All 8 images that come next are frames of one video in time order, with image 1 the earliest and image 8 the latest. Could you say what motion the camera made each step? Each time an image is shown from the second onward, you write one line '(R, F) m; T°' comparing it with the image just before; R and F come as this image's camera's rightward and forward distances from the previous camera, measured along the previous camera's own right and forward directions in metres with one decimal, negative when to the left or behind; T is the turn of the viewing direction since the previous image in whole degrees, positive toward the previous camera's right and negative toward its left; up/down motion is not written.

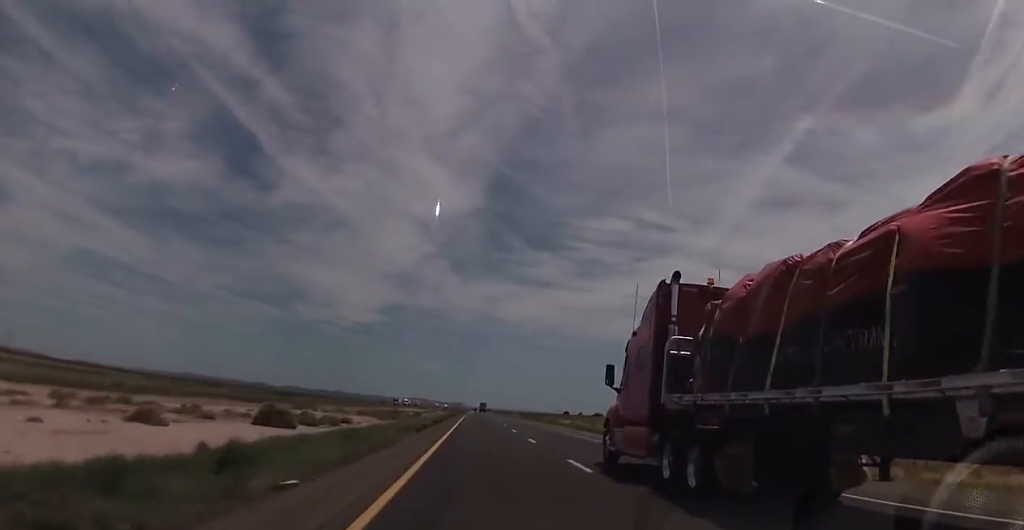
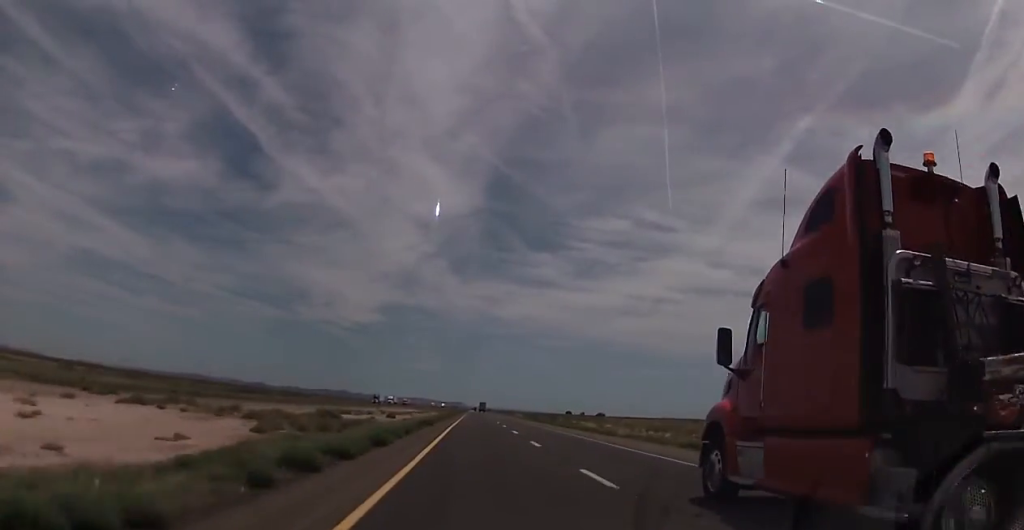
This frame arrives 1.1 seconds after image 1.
(+0.1, +39.7) m; +1°
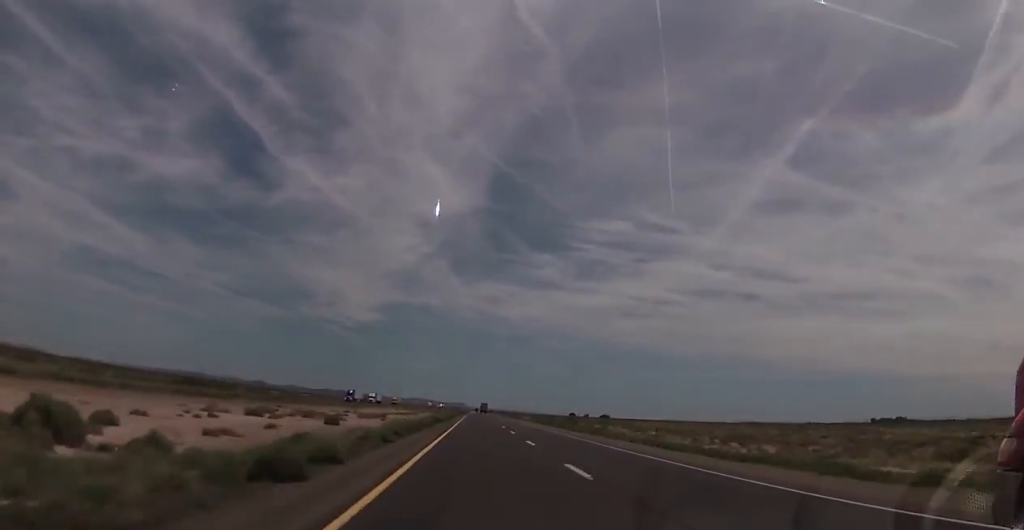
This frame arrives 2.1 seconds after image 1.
(+0.4, +34.9) m; 0°
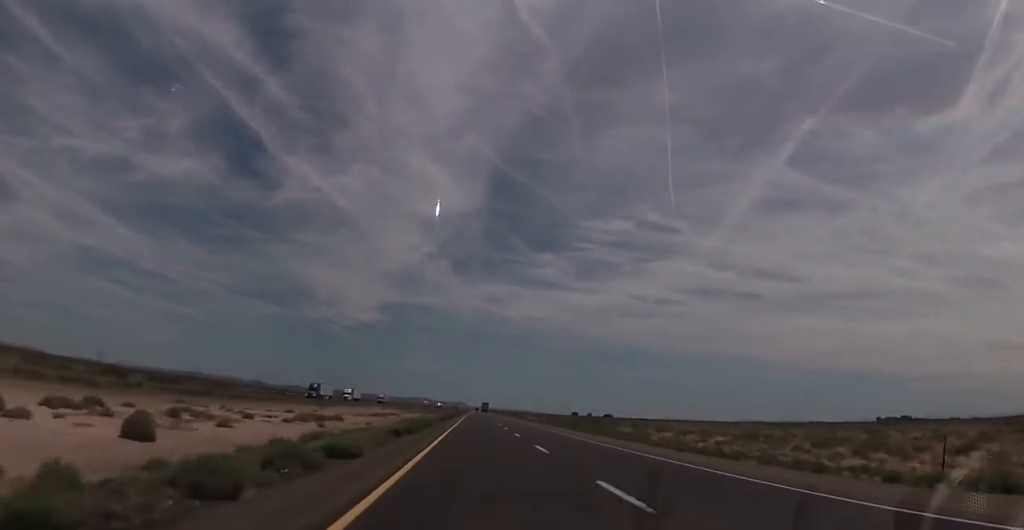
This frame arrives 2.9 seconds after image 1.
(-0.4, +28.9) m; -1°
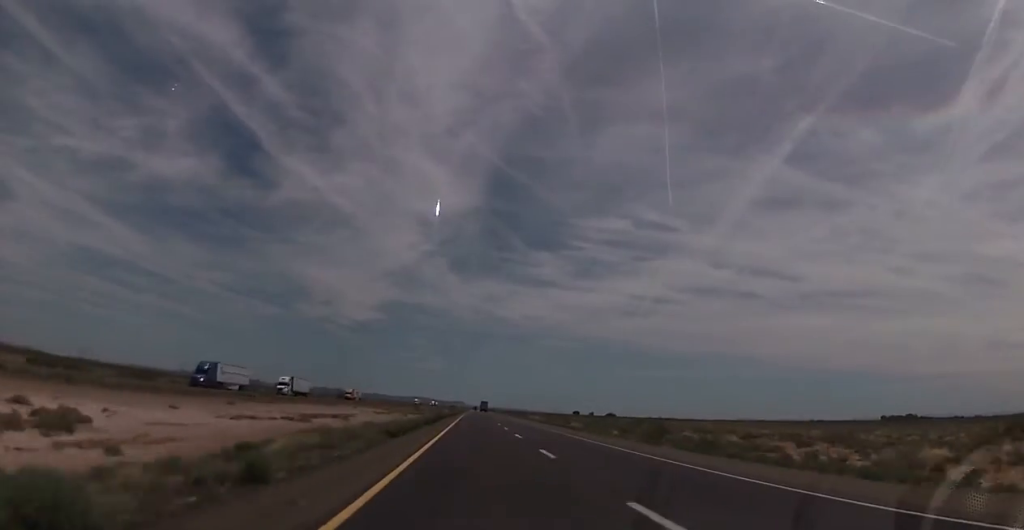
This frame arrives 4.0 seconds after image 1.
(-0.1, +39.7) m; +1°
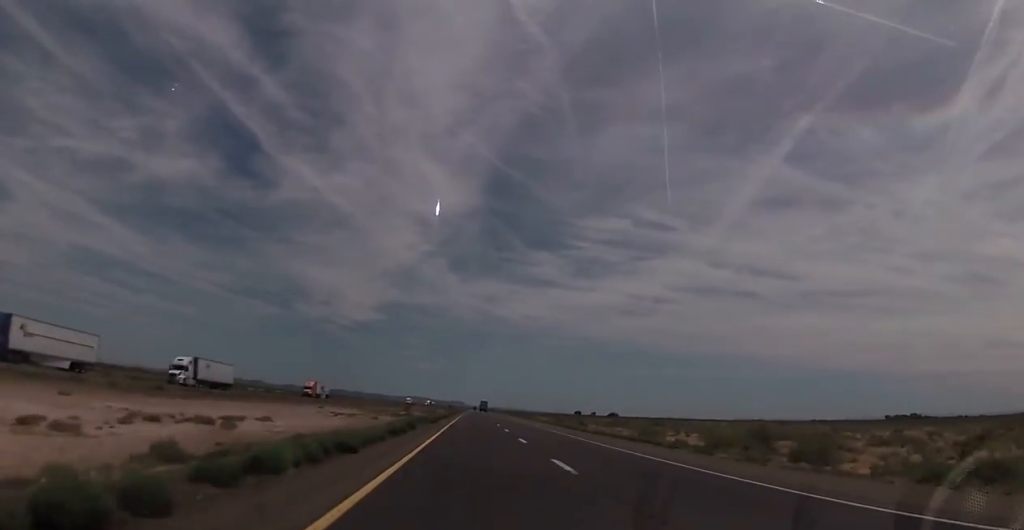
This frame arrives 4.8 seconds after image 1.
(+0.4, +28.9) m; 0°
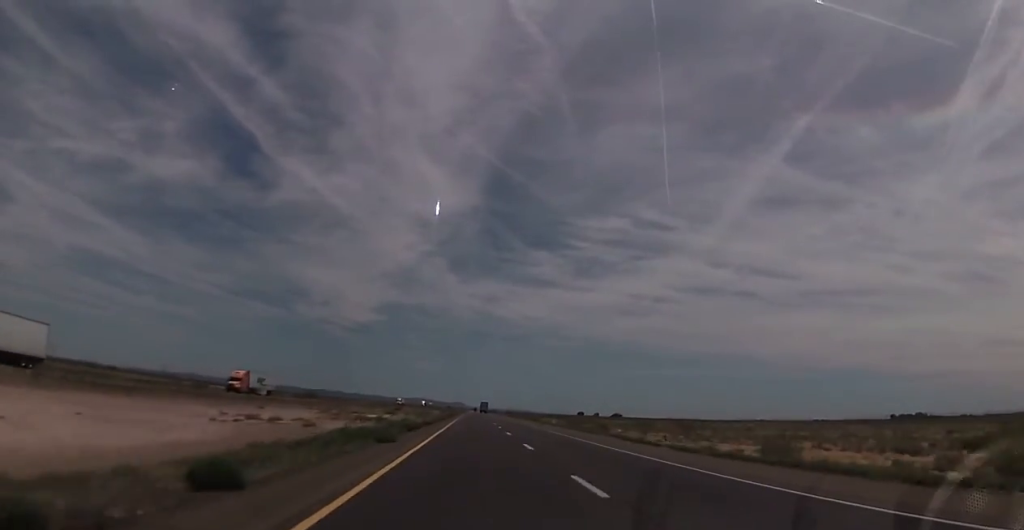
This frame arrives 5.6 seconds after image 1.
(-0.2, +29.0) m; 0°
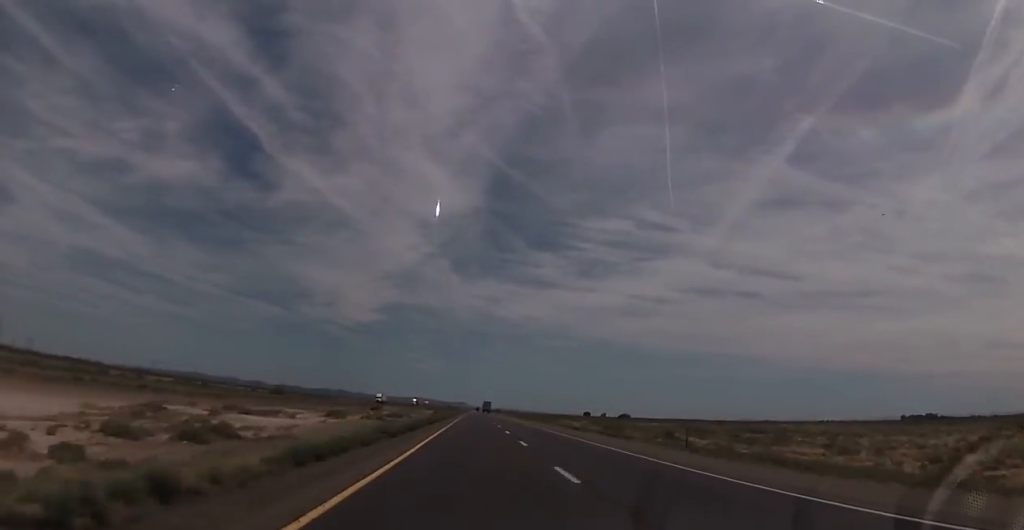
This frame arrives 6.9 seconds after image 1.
(+0.2, +47.1) m; 0°
